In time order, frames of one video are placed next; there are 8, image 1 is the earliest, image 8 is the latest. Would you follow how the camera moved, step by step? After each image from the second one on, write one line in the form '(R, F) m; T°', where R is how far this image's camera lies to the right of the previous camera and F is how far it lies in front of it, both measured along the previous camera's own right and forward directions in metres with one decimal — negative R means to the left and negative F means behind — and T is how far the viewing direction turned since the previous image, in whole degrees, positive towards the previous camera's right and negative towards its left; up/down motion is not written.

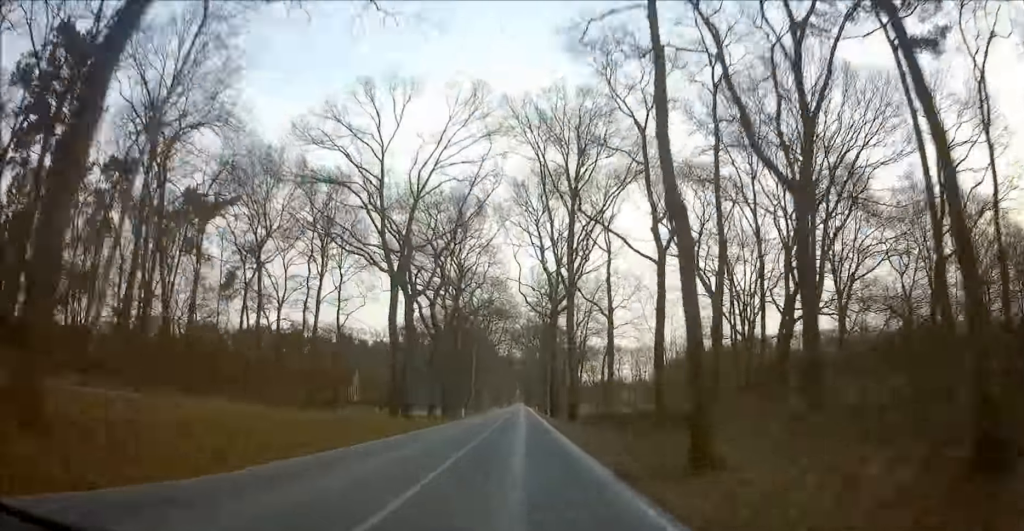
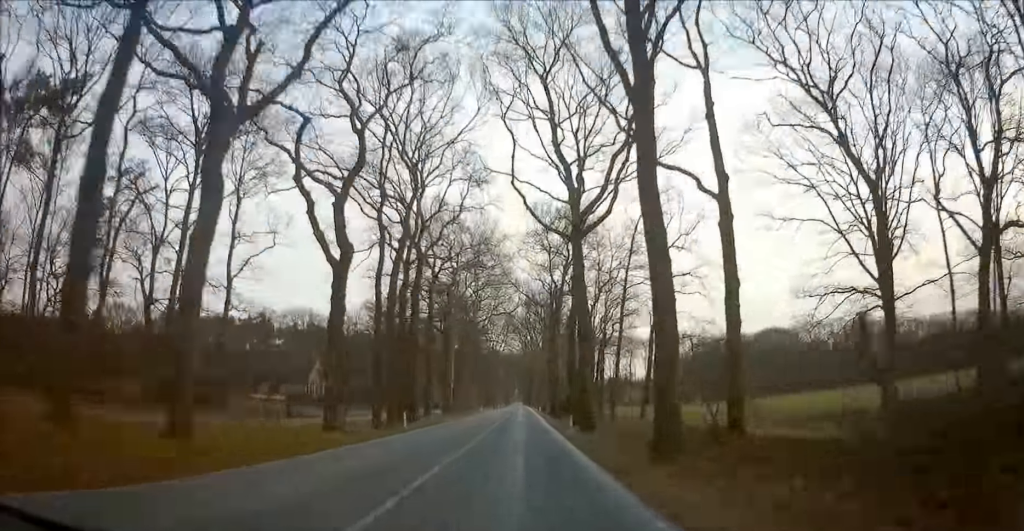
(-0.1, +25.6) m; 0°
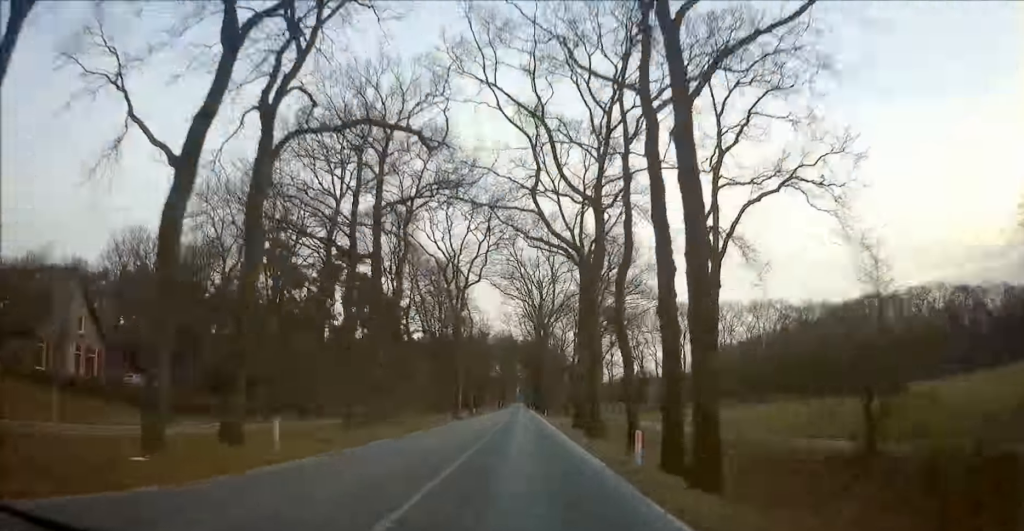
(+0.4, +65.7) m; 0°
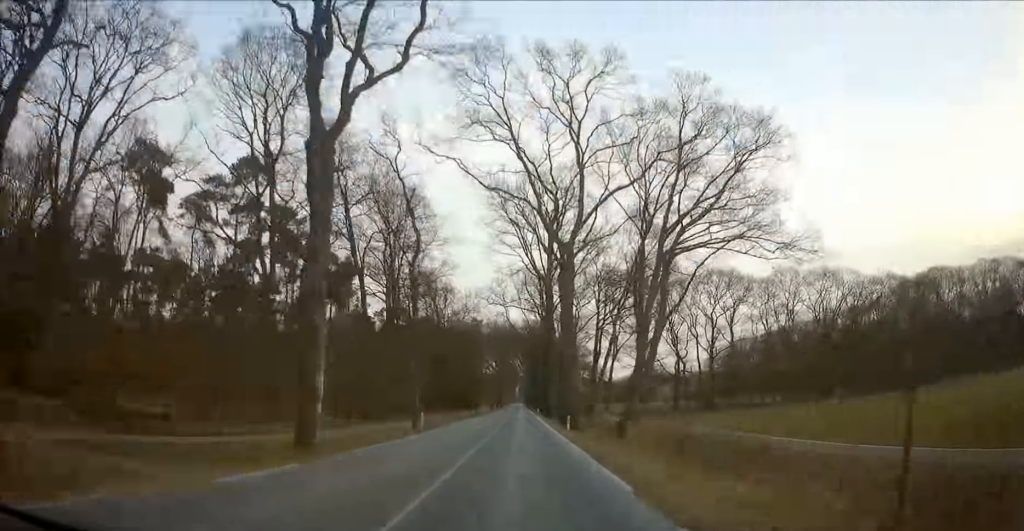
(-0.1, +32.0) m; 0°
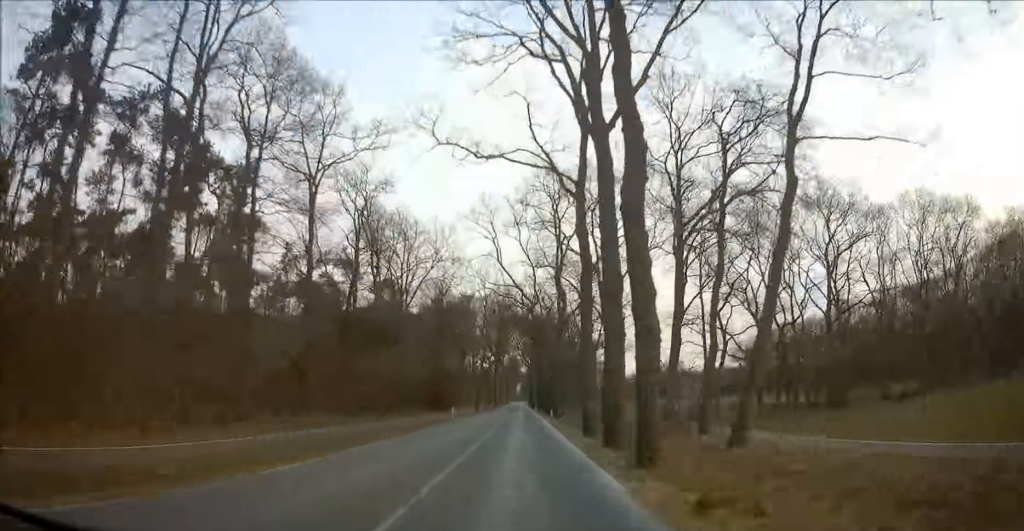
(-0.1, +36.7) m; 0°
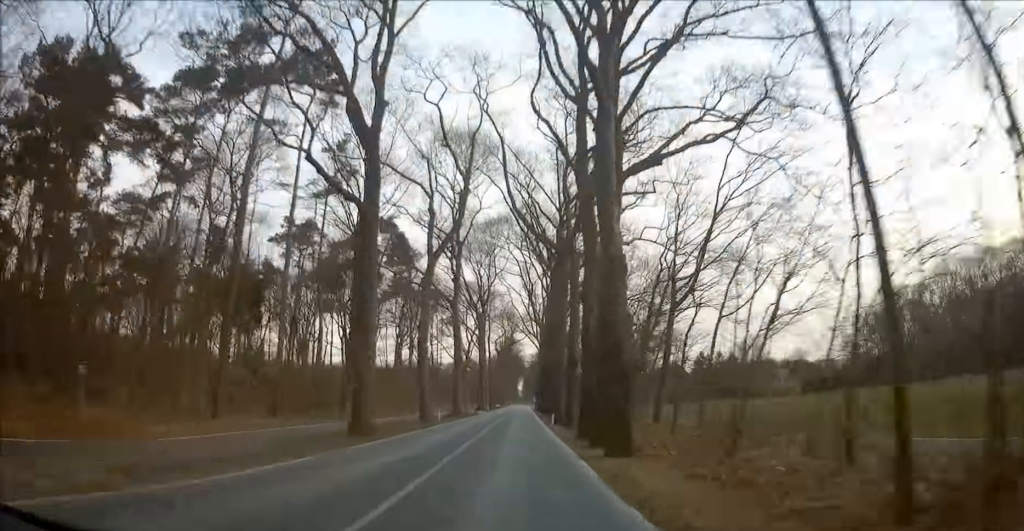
(-0.2, +106.3) m; -1°
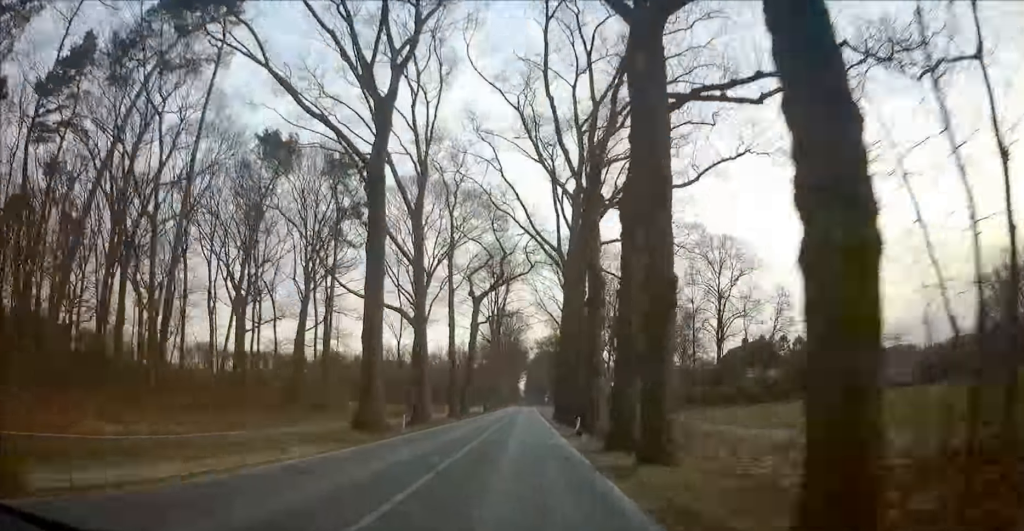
(0.0, +62.9) m; +1°
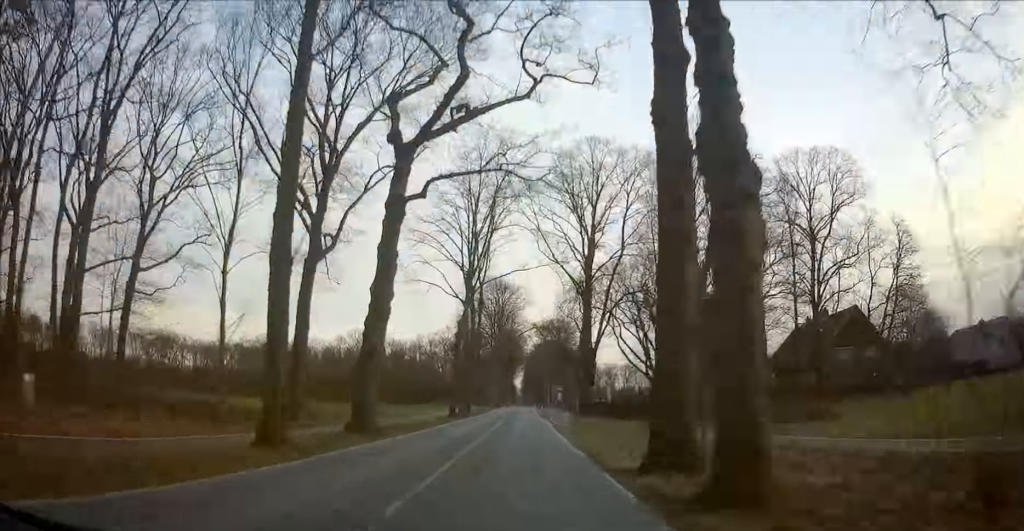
(+1.0, +34.4) m; +1°
